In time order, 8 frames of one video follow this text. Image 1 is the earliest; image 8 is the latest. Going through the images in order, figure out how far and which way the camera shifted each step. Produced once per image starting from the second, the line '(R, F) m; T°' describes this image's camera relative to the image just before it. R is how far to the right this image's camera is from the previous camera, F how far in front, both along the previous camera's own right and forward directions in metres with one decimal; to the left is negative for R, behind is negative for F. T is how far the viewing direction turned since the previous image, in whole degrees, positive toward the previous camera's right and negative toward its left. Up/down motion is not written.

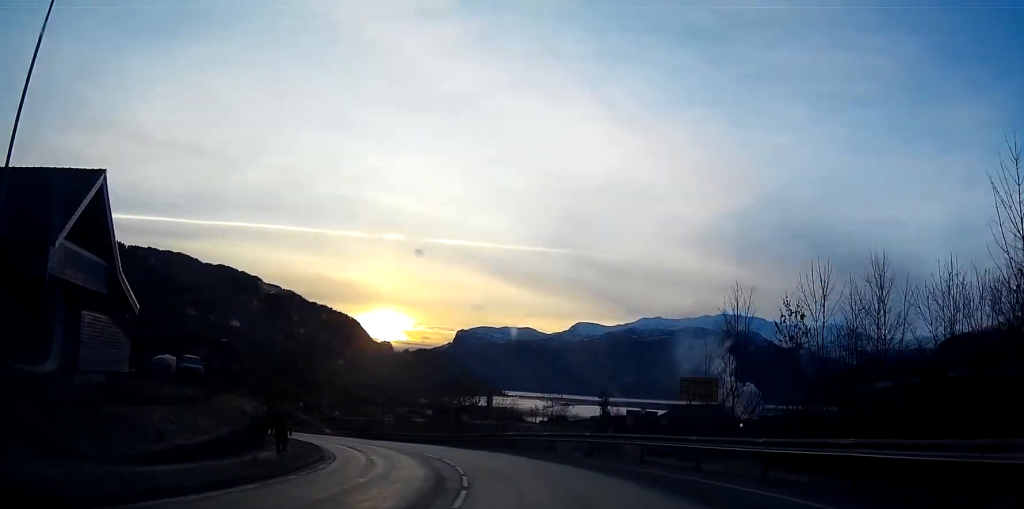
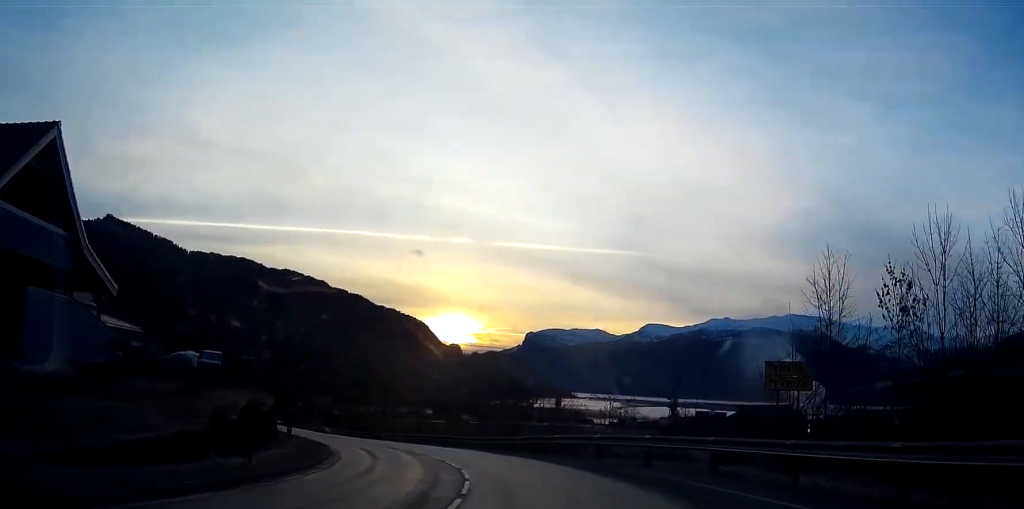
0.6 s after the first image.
(-0.2, +6.0) m; -5°
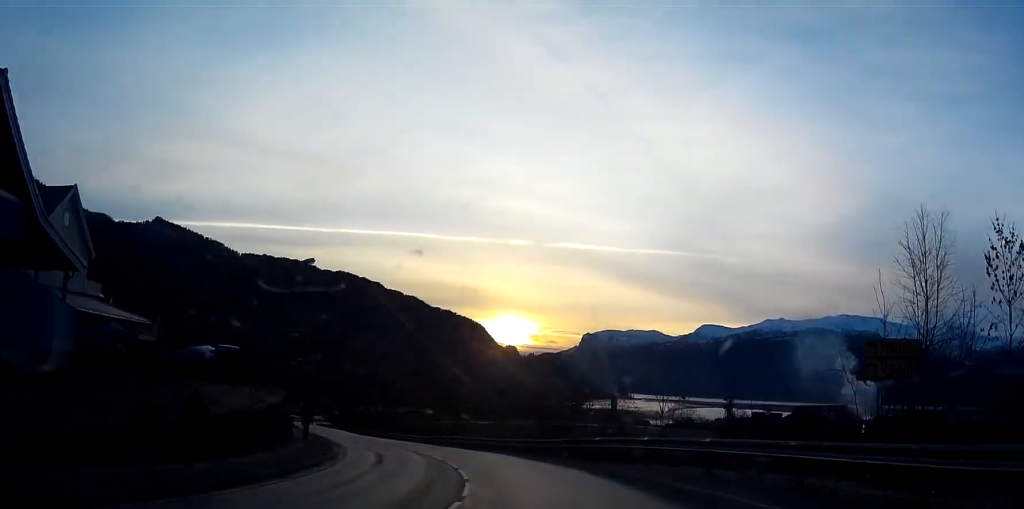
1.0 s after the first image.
(-0.3, +4.9) m; -4°
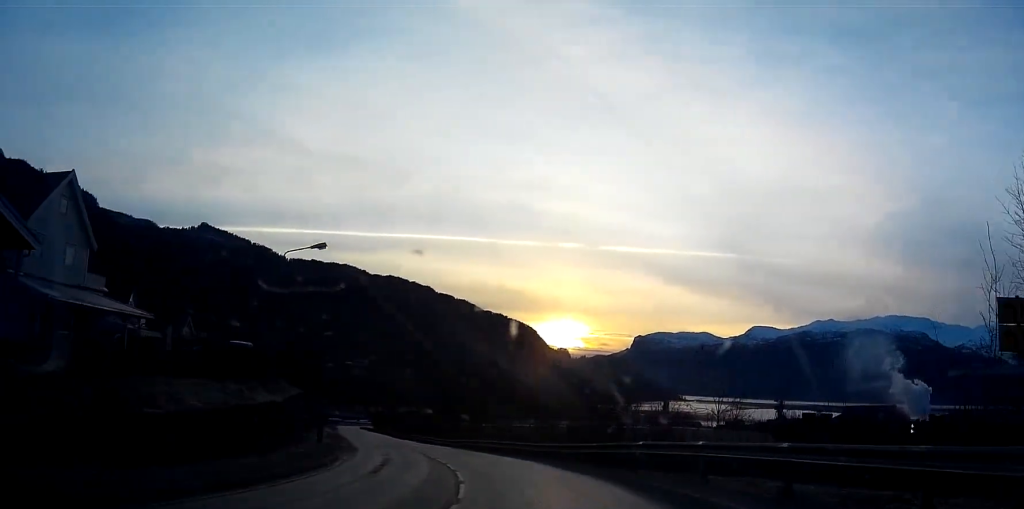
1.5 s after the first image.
(0.0, +4.6) m; -4°
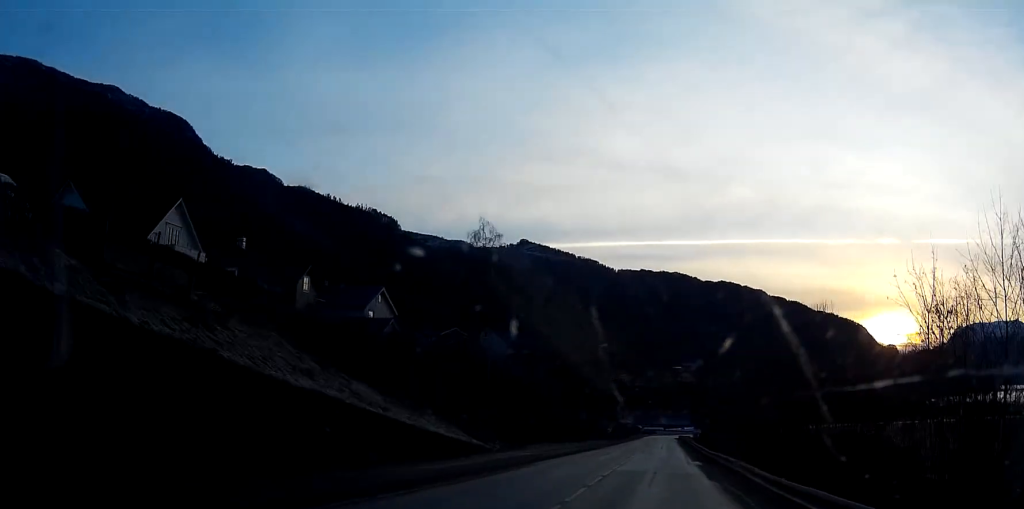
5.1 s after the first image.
(-8.2, +39.2) m; -19°
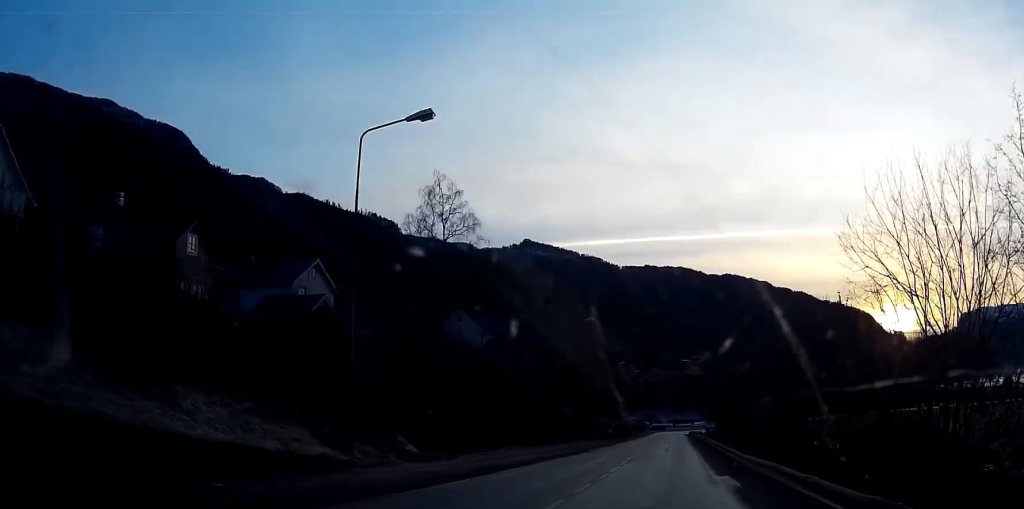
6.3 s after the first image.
(-0.3, +15.1) m; -1°
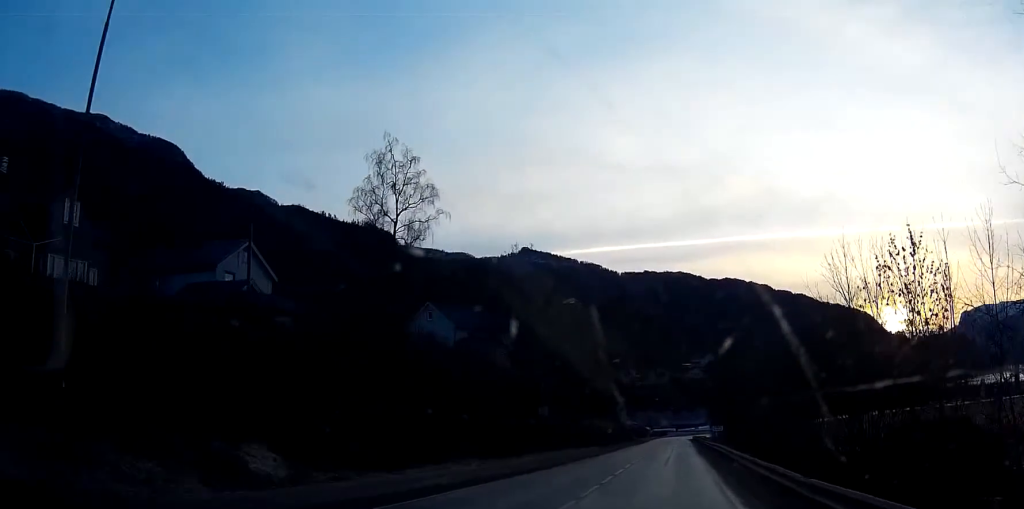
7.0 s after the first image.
(0.0, +10.3) m; 0°
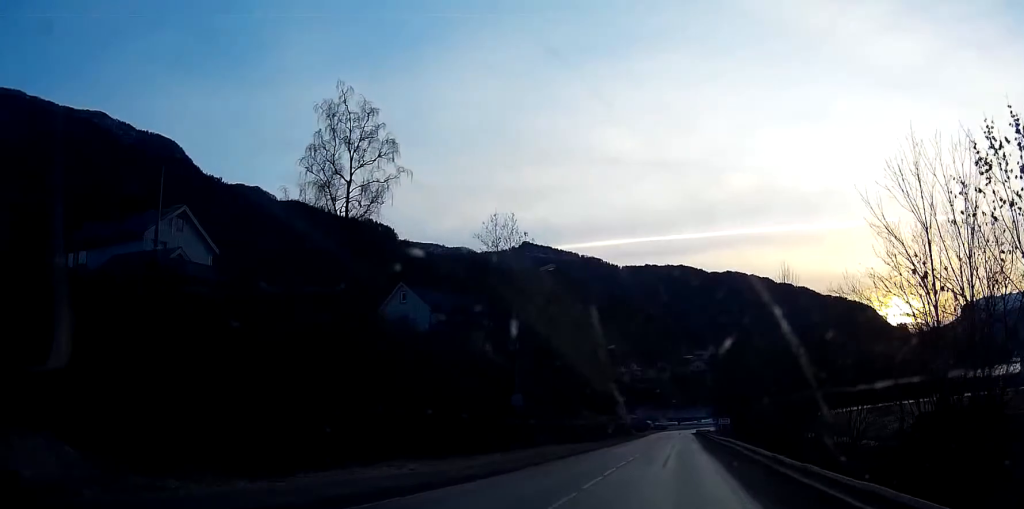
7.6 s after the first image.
(0.0, +7.7) m; 0°
